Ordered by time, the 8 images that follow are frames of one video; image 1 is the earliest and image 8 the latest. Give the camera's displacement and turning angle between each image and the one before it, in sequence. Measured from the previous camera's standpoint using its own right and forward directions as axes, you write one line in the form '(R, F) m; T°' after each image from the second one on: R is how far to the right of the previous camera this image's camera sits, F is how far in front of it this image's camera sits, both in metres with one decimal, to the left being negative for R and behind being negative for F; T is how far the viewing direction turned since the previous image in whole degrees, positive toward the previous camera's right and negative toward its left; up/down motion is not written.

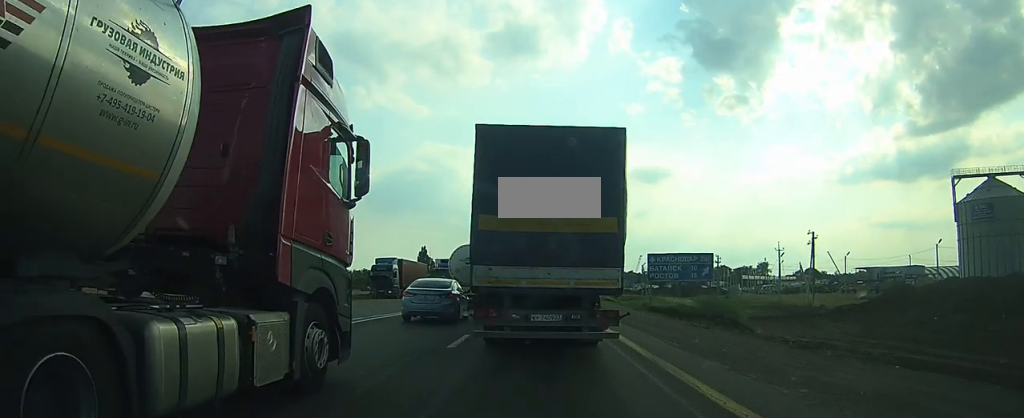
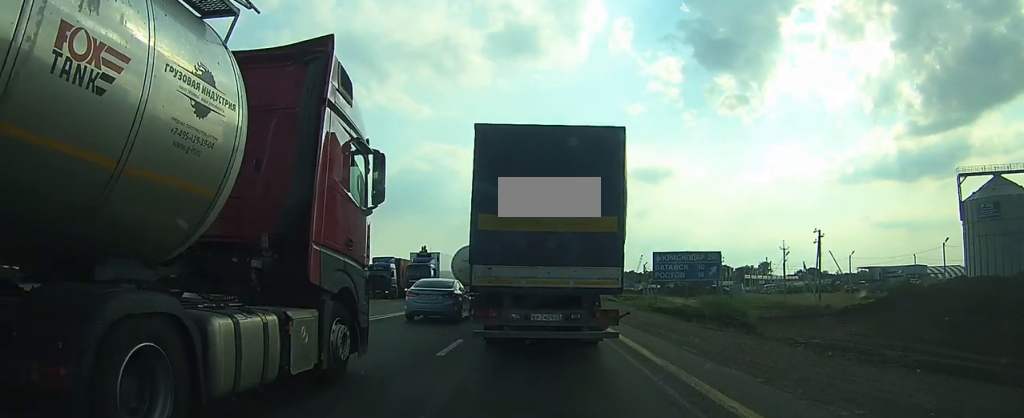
(0.0, +2.1) m; 0°
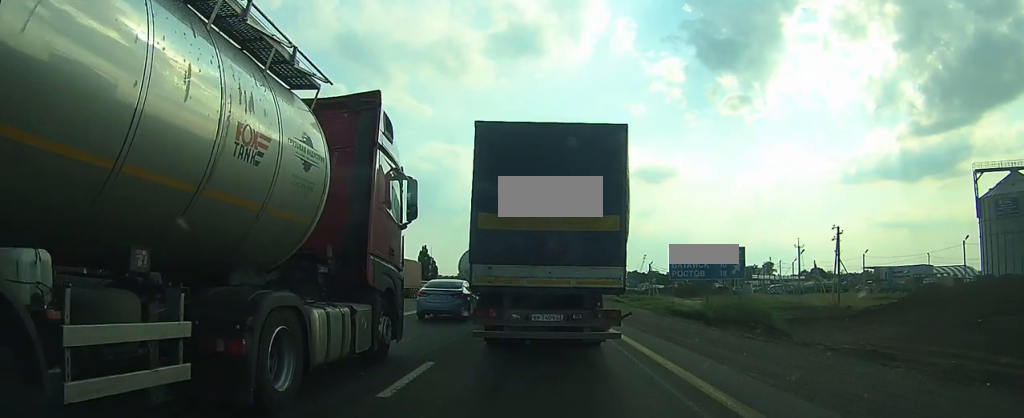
(0.0, +5.9) m; 0°
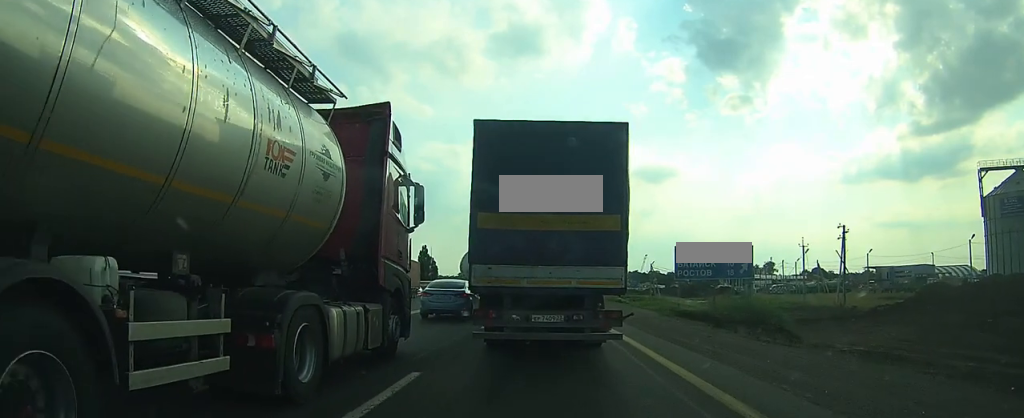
(0.0, +1.7) m; 0°
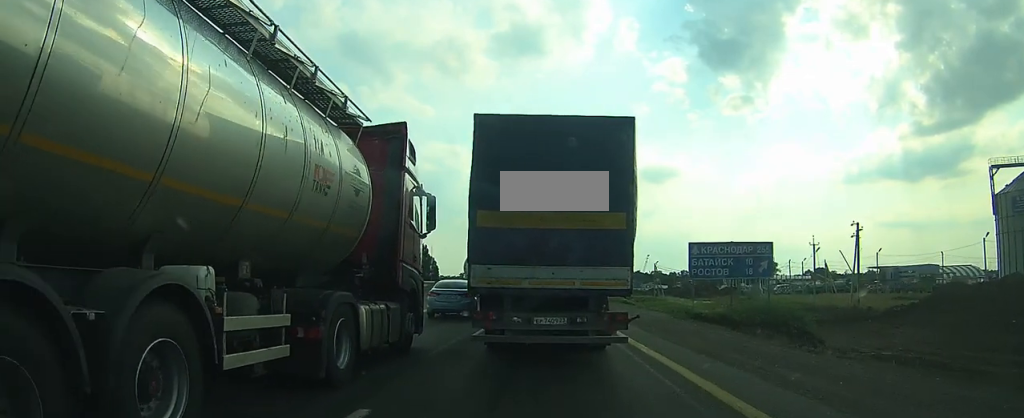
(0.0, +3.8) m; 0°
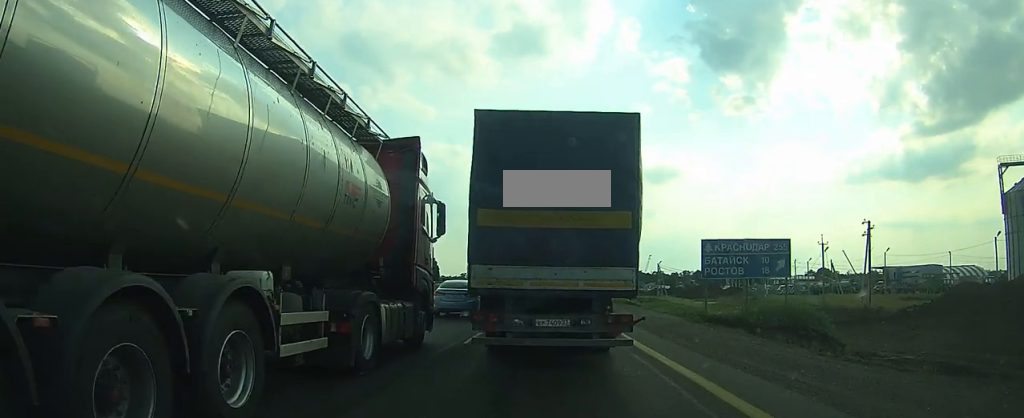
(0.0, +3.1) m; 0°
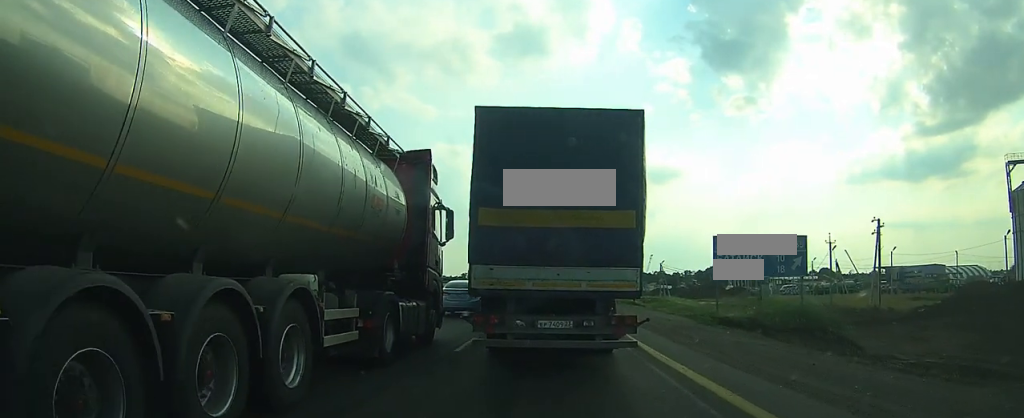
(0.0, +2.8) m; 0°
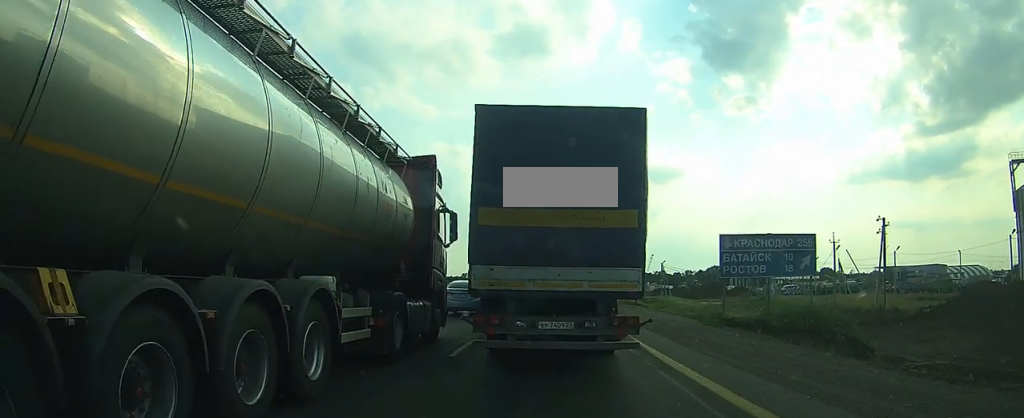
(0.0, +1.5) m; 0°
